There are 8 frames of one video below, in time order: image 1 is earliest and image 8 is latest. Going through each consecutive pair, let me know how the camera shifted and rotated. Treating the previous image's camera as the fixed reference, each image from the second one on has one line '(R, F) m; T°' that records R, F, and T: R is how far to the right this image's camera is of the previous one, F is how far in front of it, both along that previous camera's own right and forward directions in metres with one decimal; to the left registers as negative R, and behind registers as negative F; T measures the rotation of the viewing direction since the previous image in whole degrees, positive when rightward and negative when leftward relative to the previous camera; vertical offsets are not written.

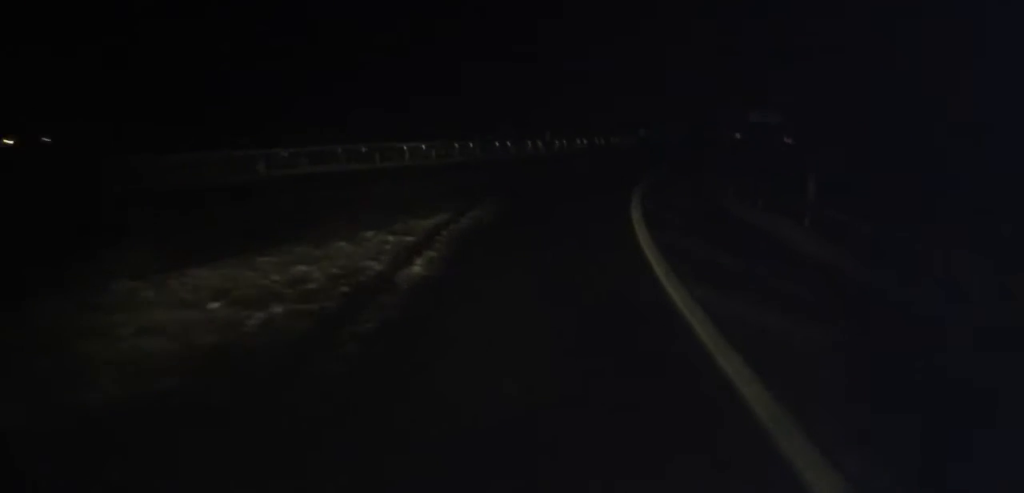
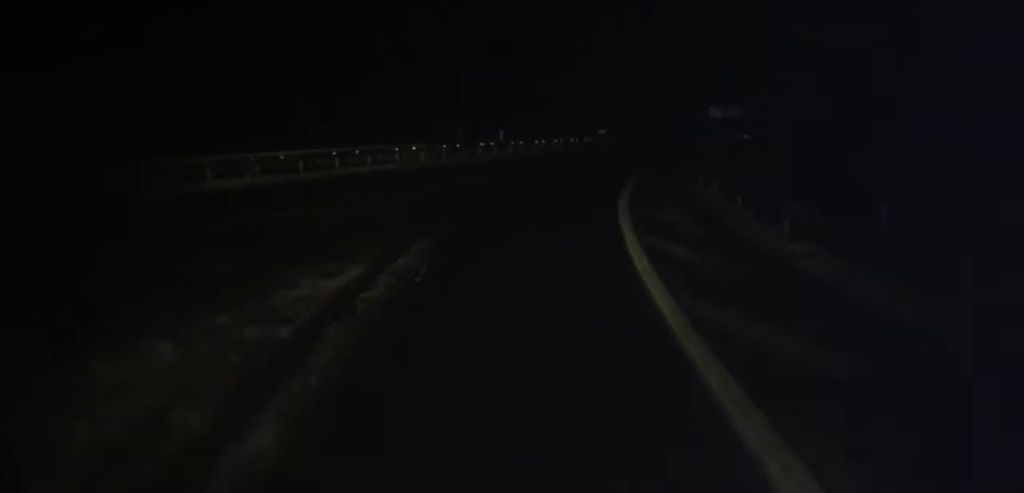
(0.0, +4.5) m; +4°
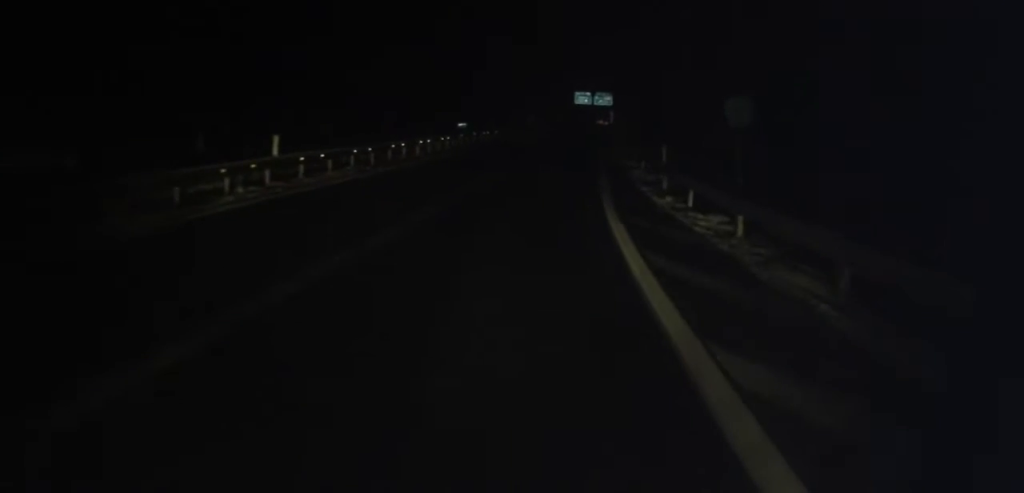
(+2.1, +19.3) m; +9°
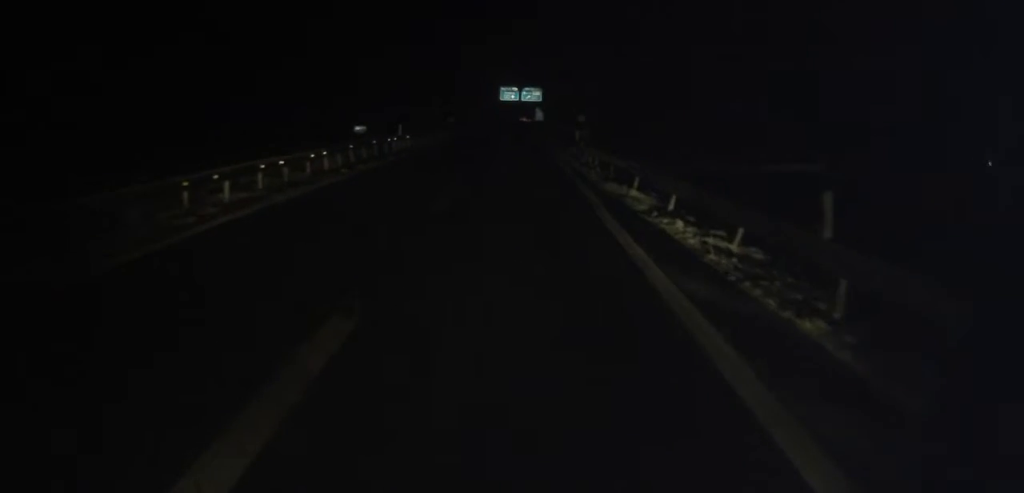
(+0.4, +13.6) m; +9°
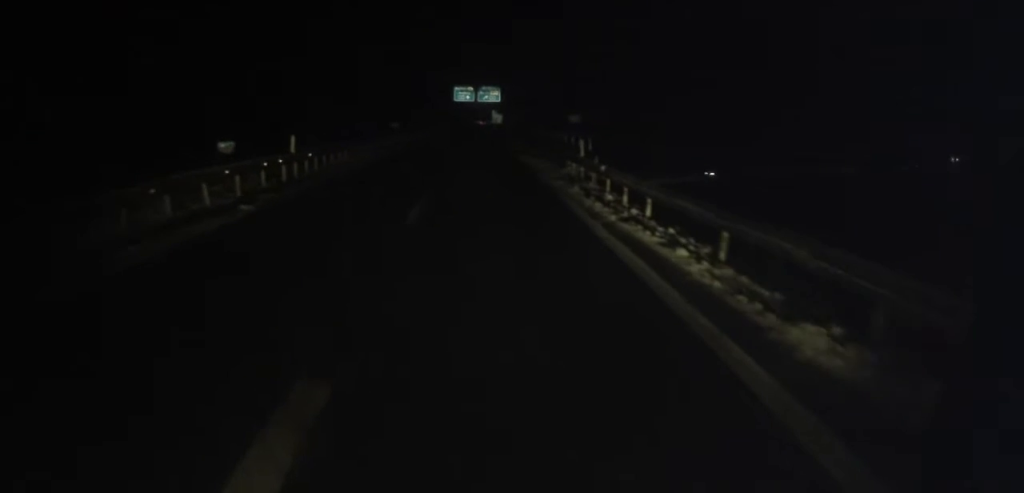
(+1.6, +13.0) m; +9°
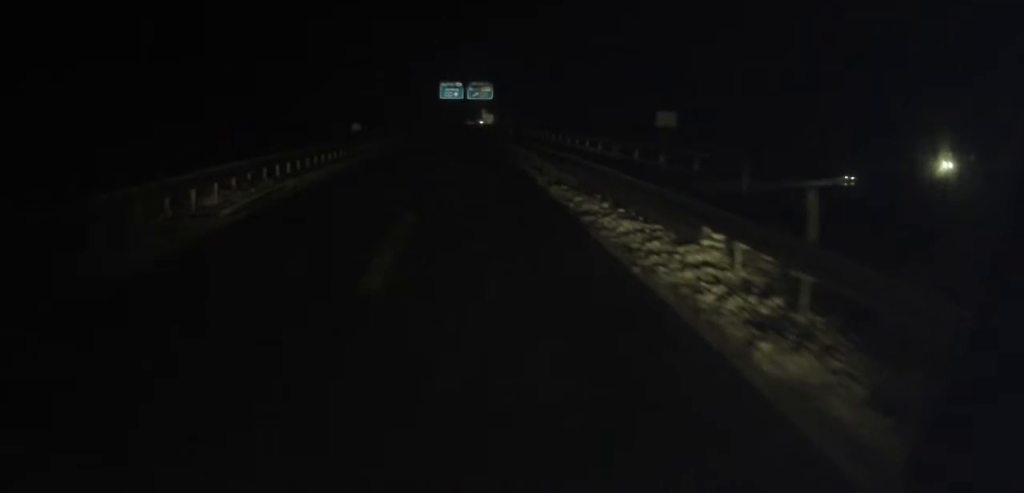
(+0.6, +14.2) m; +5°
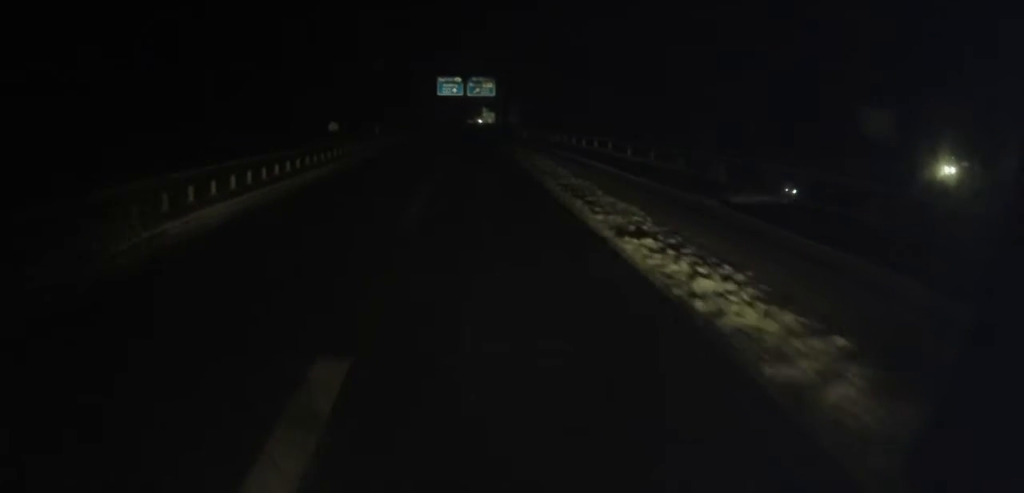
(+0.2, +7.8) m; +2°
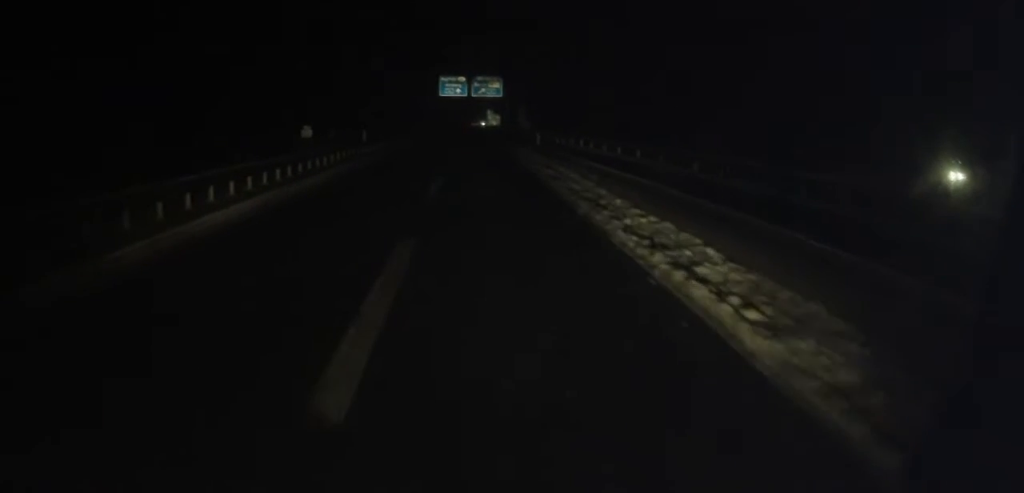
(0.0, +6.8) m; +1°
